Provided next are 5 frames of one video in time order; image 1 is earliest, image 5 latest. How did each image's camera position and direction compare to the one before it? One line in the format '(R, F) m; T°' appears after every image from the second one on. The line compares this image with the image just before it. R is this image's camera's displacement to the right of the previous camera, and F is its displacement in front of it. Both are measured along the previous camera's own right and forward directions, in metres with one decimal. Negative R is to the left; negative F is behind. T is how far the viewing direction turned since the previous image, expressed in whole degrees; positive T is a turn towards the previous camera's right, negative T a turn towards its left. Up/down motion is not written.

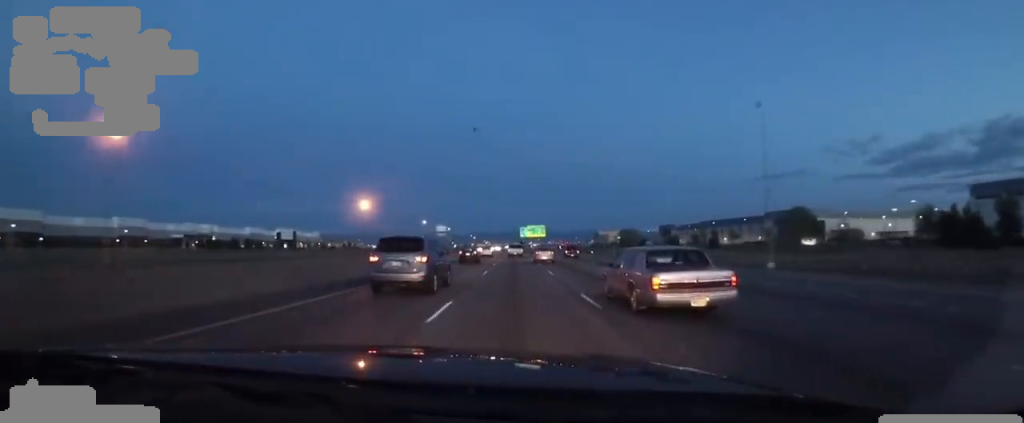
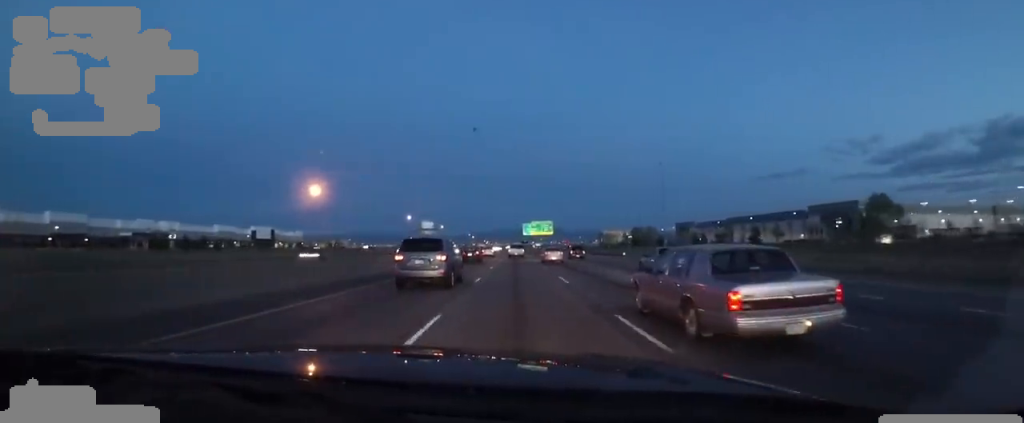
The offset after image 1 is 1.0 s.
(+0.1, +29.7) m; 0°
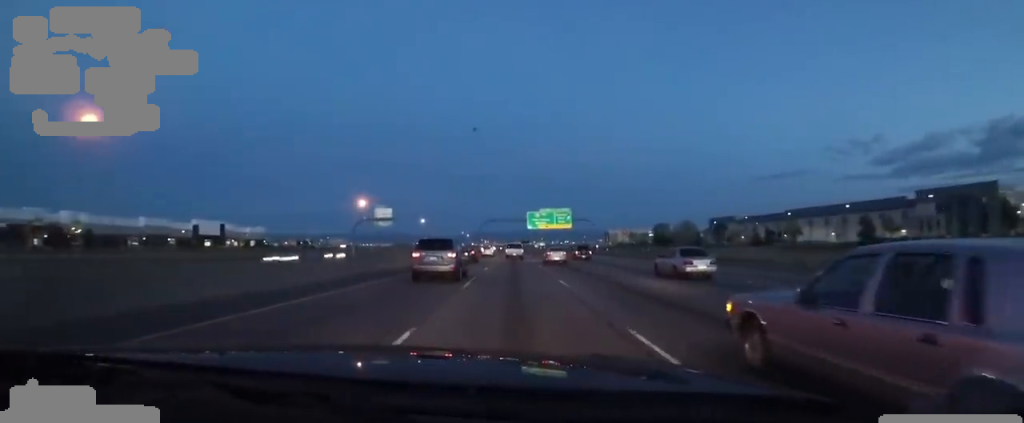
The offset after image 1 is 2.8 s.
(-0.2, +51.1) m; -1°
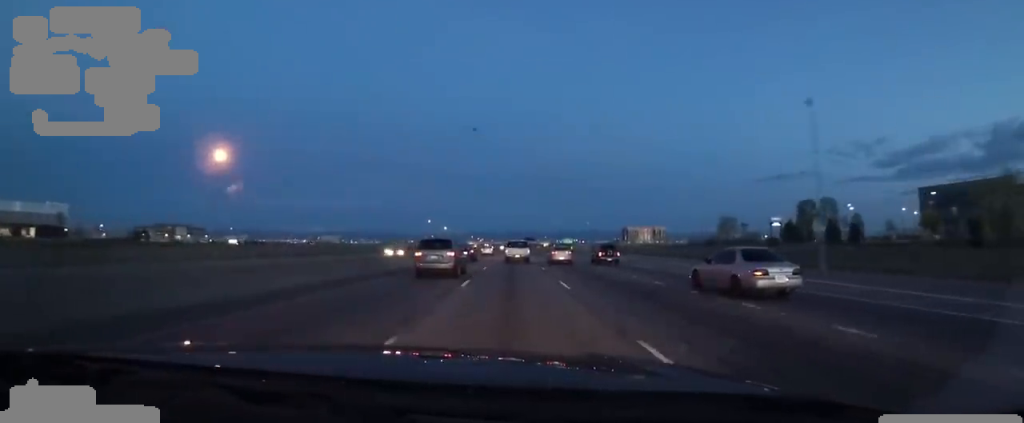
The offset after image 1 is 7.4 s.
(+3.8, +134.5) m; -2°
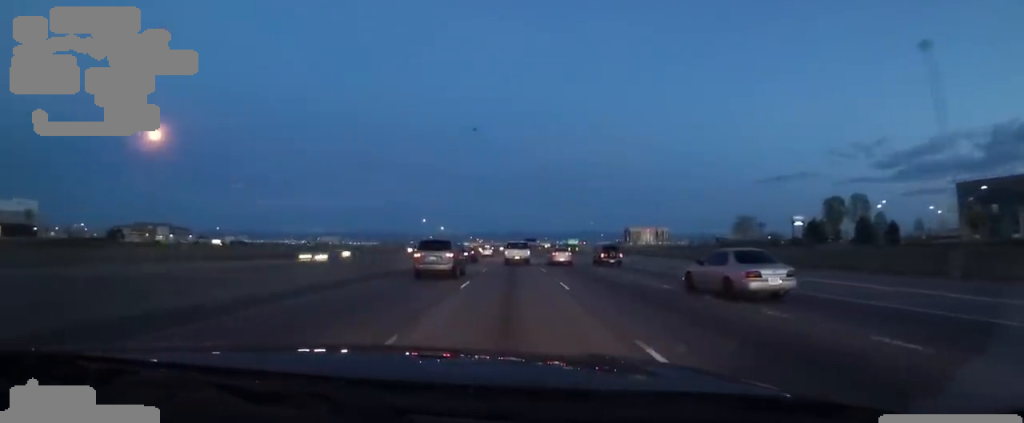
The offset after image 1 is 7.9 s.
(-0.6, +11.7) m; 0°
